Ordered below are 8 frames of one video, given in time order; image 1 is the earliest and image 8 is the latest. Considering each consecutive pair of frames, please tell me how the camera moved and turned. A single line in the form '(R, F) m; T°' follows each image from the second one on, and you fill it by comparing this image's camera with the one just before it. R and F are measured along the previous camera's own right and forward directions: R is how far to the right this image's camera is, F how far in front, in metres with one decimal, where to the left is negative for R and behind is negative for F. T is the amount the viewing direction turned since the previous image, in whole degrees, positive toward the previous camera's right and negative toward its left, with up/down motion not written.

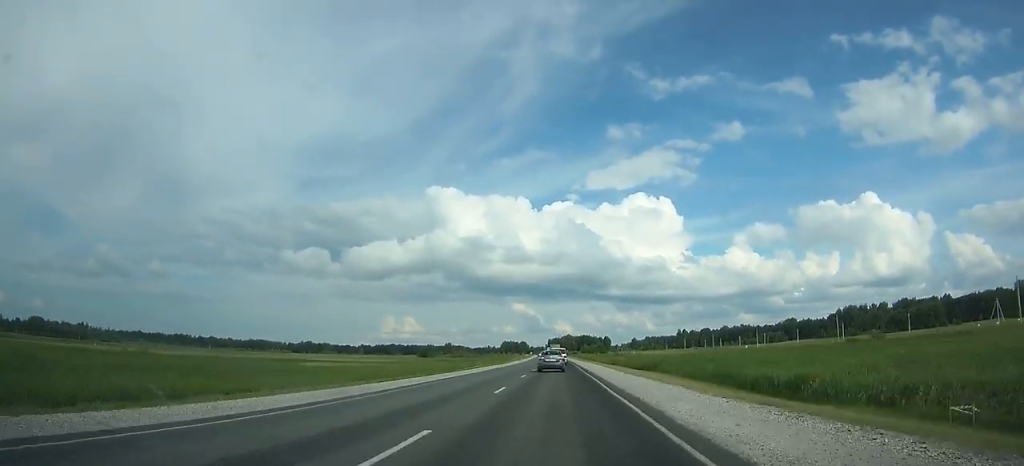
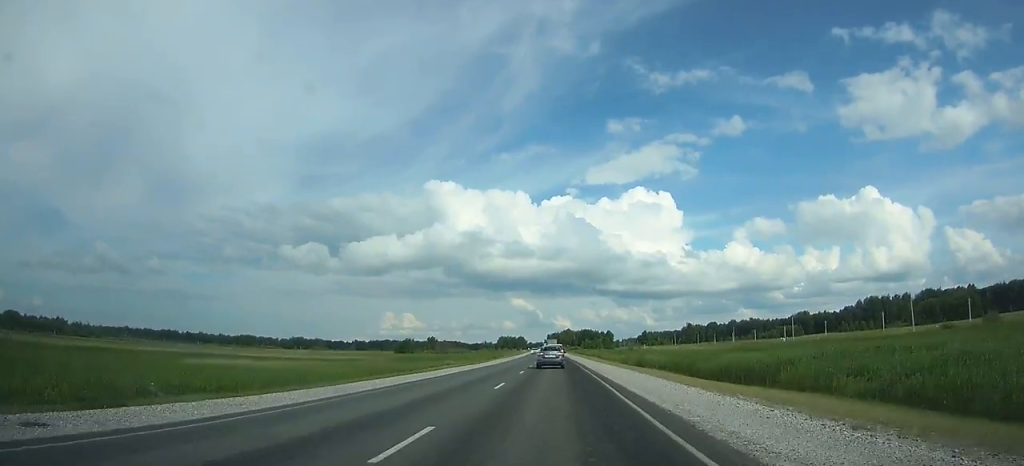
(0.0, +34.6) m; 0°
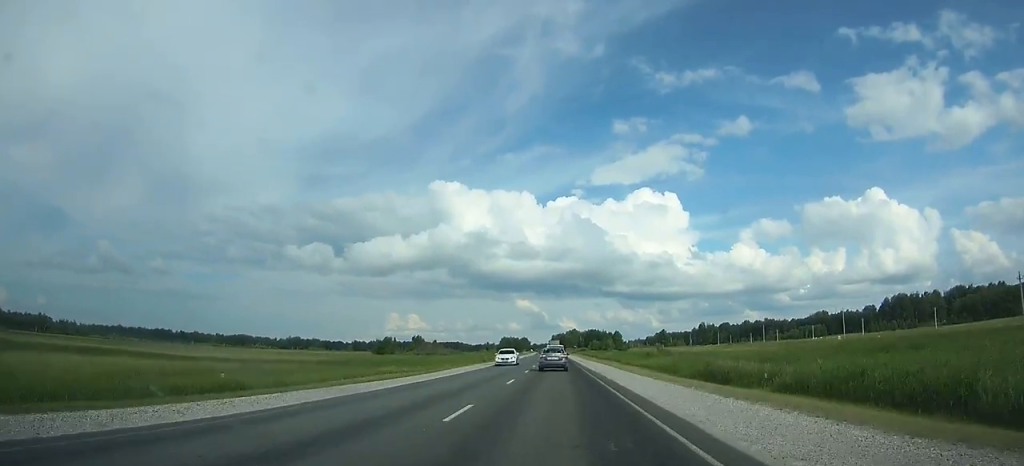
(0.0, +33.8) m; 0°
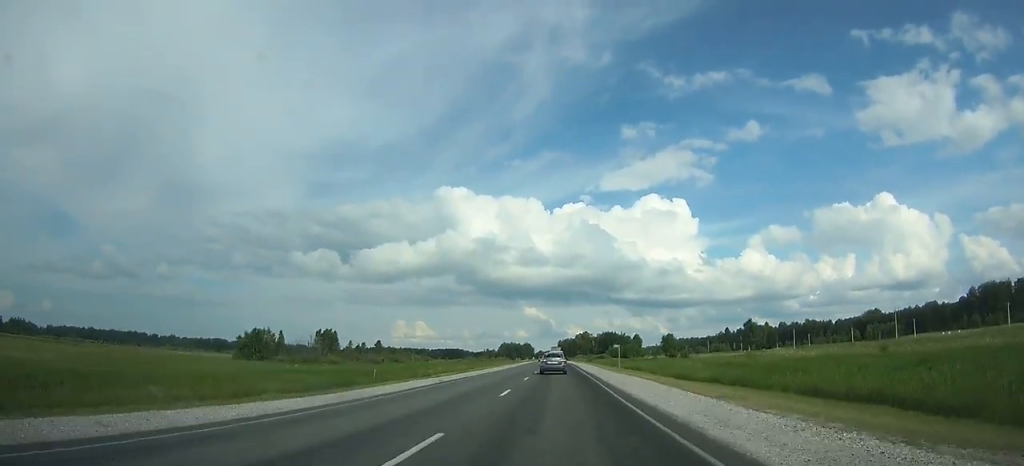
(-0.6, +92.8) m; -1°
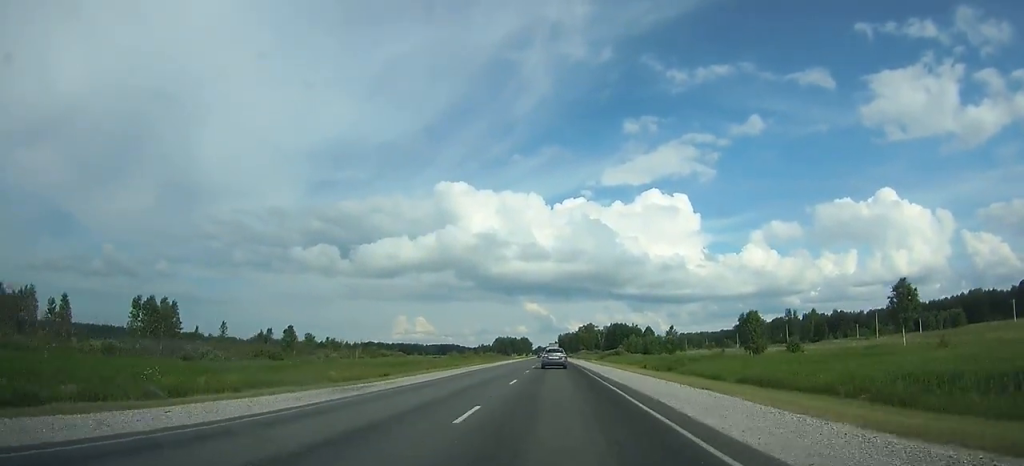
(-0.2, +57.0) m; -1°
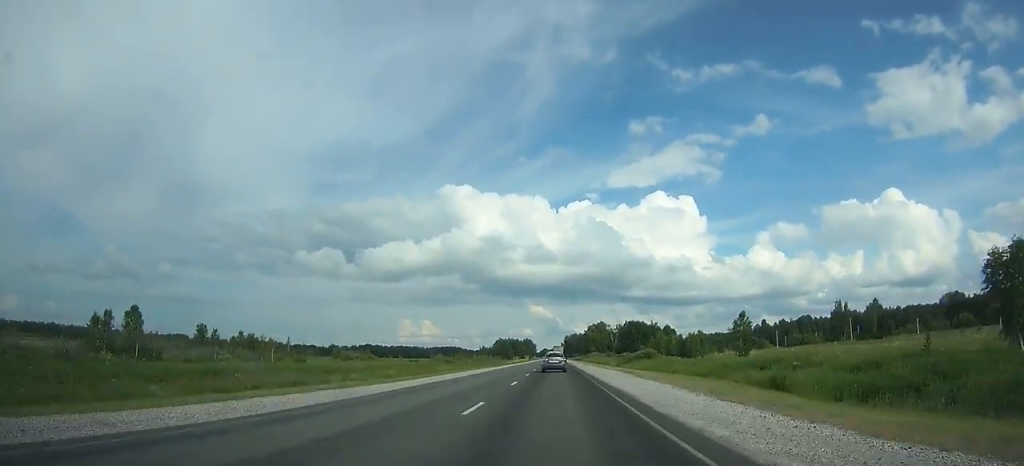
(-0.3, +44.7) m; 0°
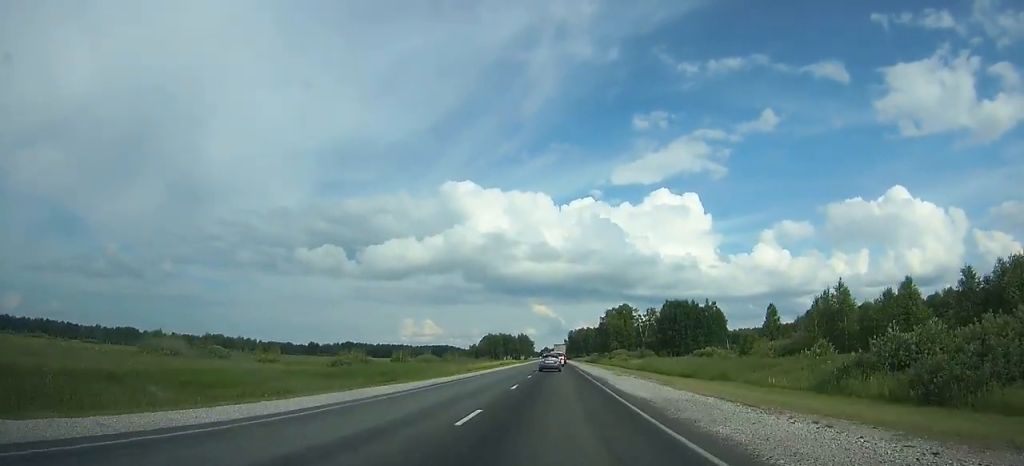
(-0.4, +94.8) m; 0°
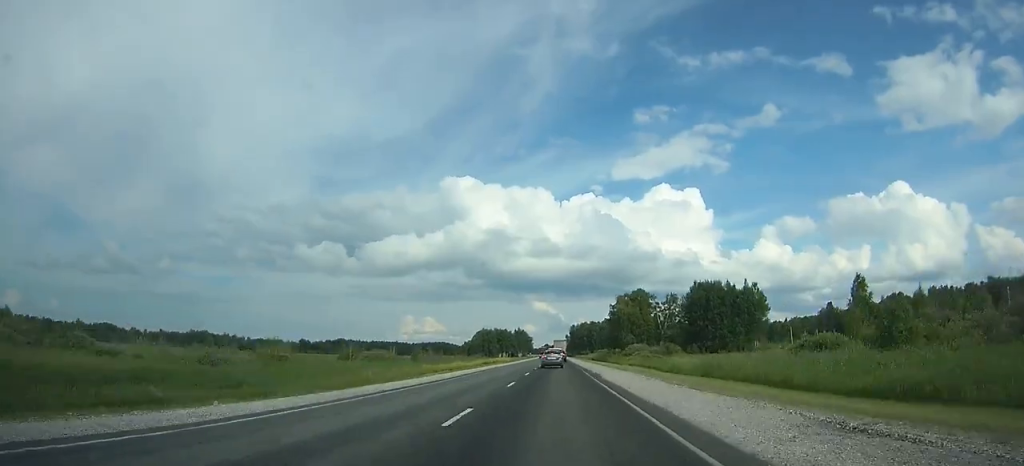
(0.0, +37.5) m; 0°
